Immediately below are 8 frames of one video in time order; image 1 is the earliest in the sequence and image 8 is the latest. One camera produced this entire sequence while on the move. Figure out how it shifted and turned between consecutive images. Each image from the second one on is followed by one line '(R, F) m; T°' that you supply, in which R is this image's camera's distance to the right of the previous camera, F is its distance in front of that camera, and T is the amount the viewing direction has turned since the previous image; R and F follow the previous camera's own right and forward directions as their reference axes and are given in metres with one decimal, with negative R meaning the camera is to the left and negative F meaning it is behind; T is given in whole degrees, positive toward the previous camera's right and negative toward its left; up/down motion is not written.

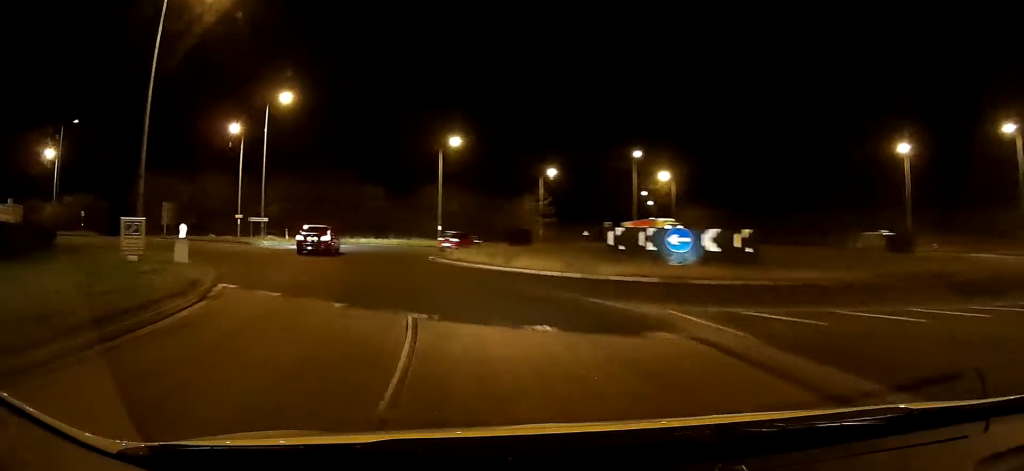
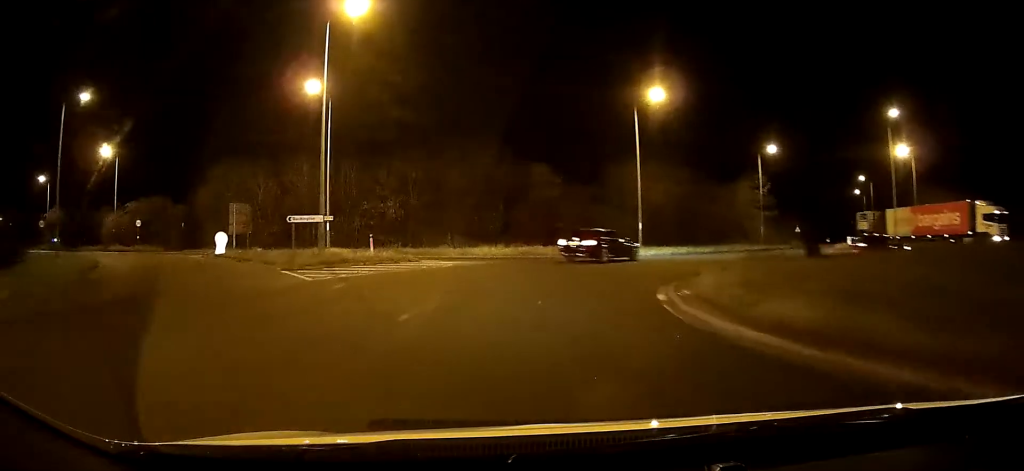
(-3.1, +19.5) m; -16°
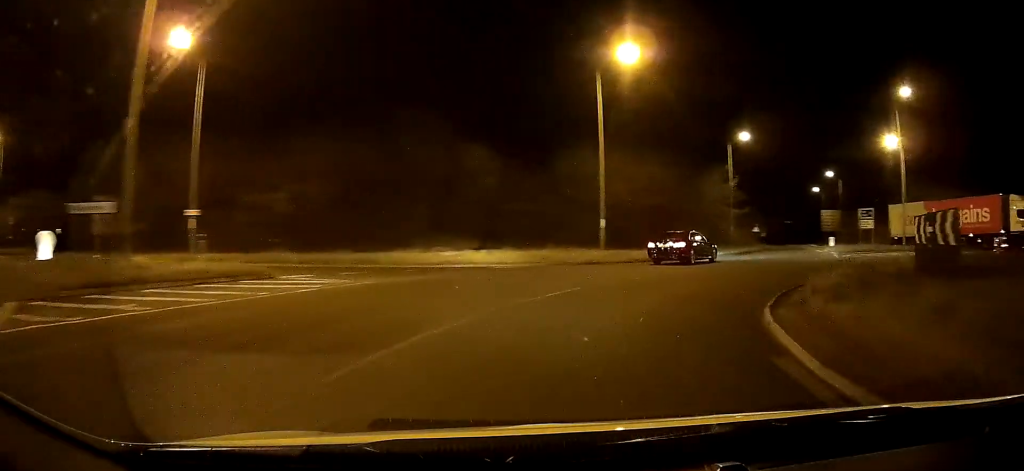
(-0.2, +9.8) m; +3°
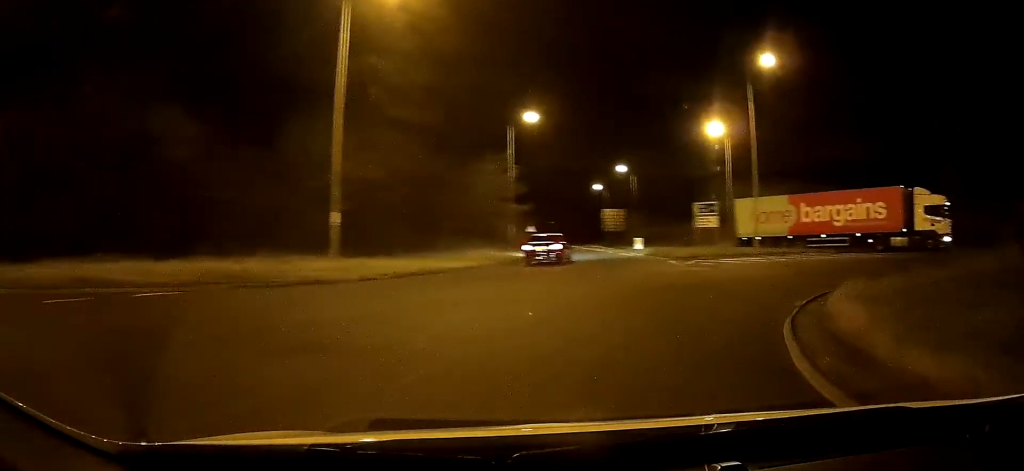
(+1.0, +9.9) m; +17°
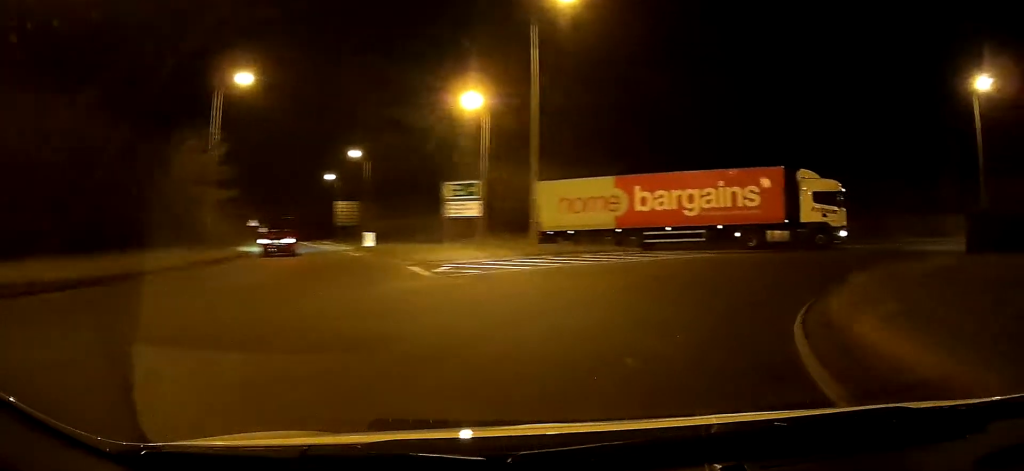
(+1.6, +8.7) m; +22°
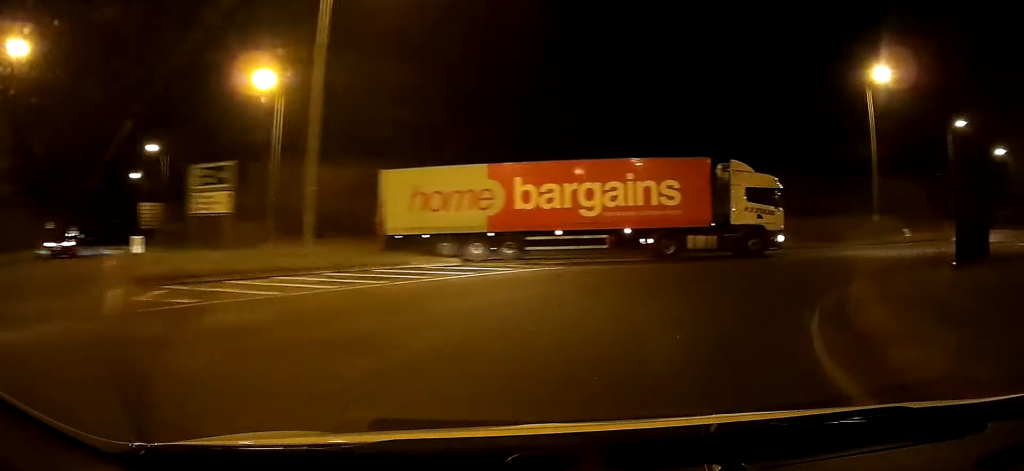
(+0.9, +6.0) m; +17°
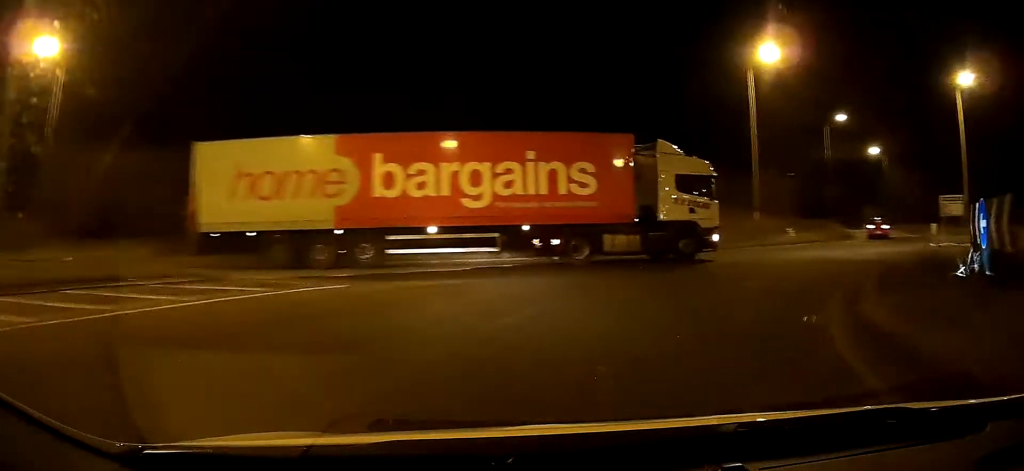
(+1.0, +5.5) m; +15°
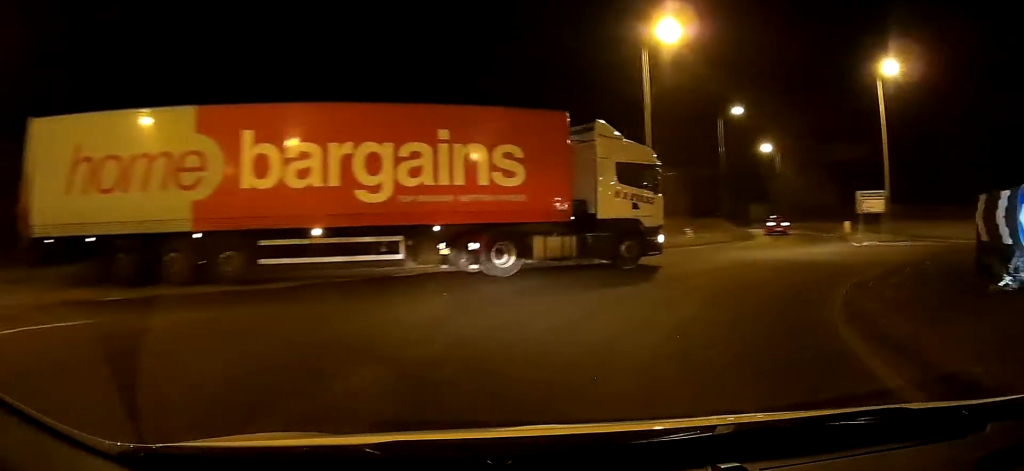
(+0.3, +4.5) m; +12°
